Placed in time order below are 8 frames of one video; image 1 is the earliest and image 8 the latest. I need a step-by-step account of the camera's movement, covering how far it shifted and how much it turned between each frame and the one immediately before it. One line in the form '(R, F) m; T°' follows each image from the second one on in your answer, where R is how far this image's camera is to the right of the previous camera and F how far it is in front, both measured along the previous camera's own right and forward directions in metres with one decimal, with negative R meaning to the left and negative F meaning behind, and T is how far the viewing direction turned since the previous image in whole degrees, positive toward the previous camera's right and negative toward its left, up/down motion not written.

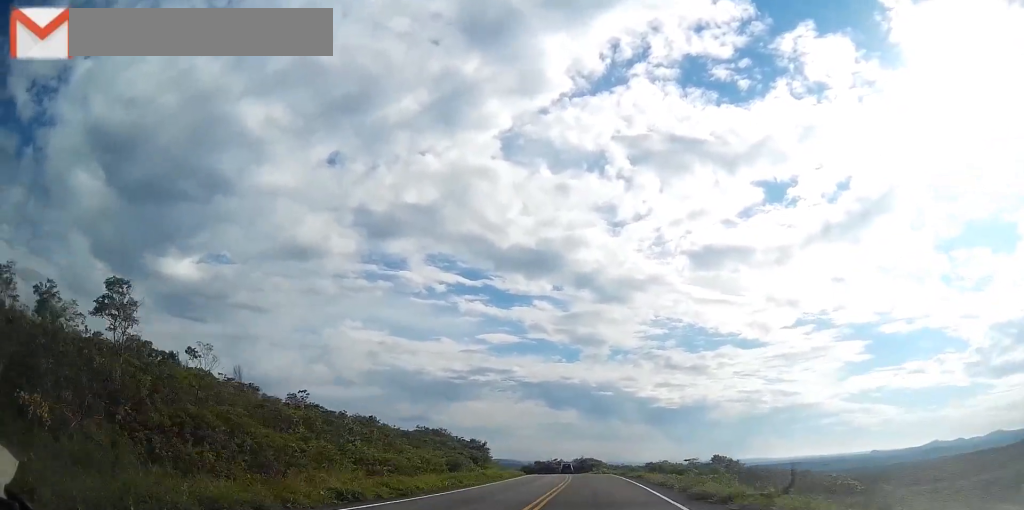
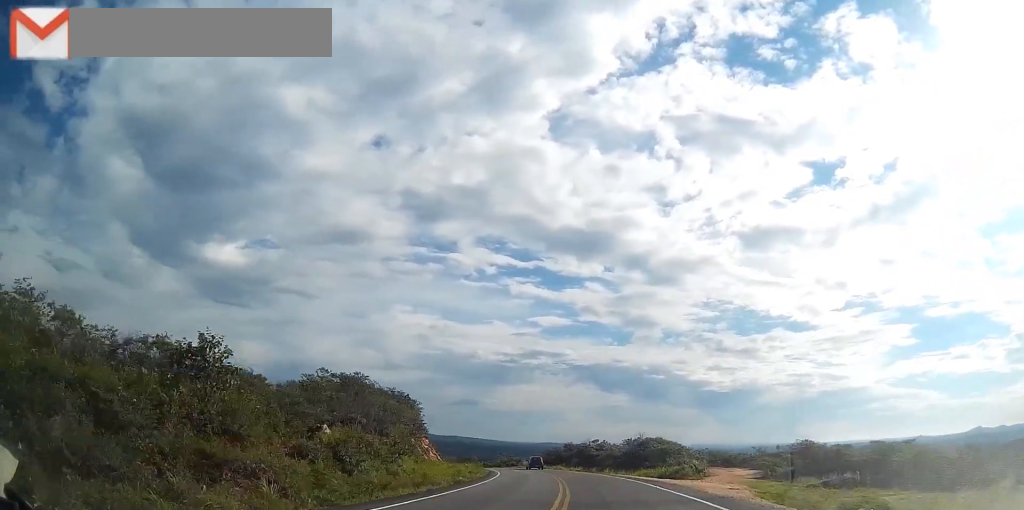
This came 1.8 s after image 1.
(-1.2, +58.7) m; -3°
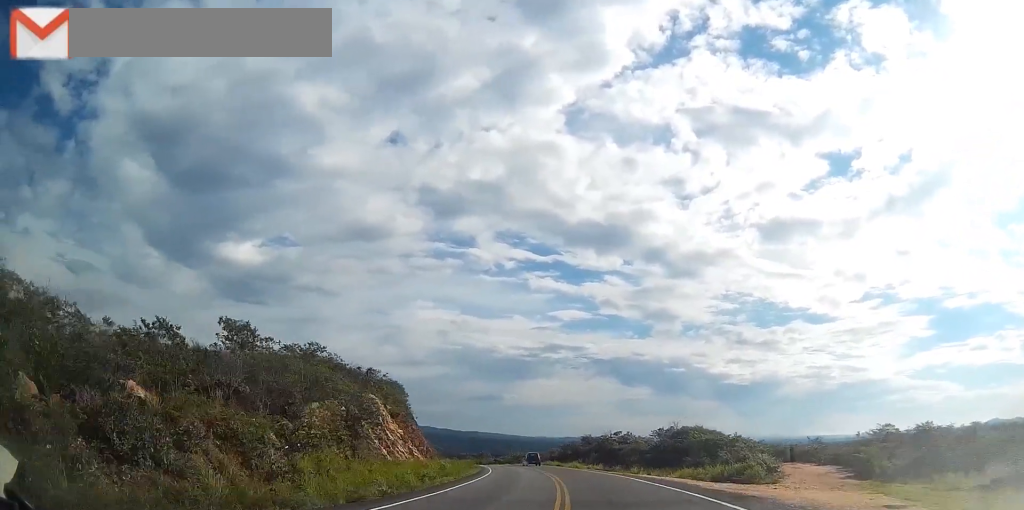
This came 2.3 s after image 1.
(-0.1, +13.8) m; -1°
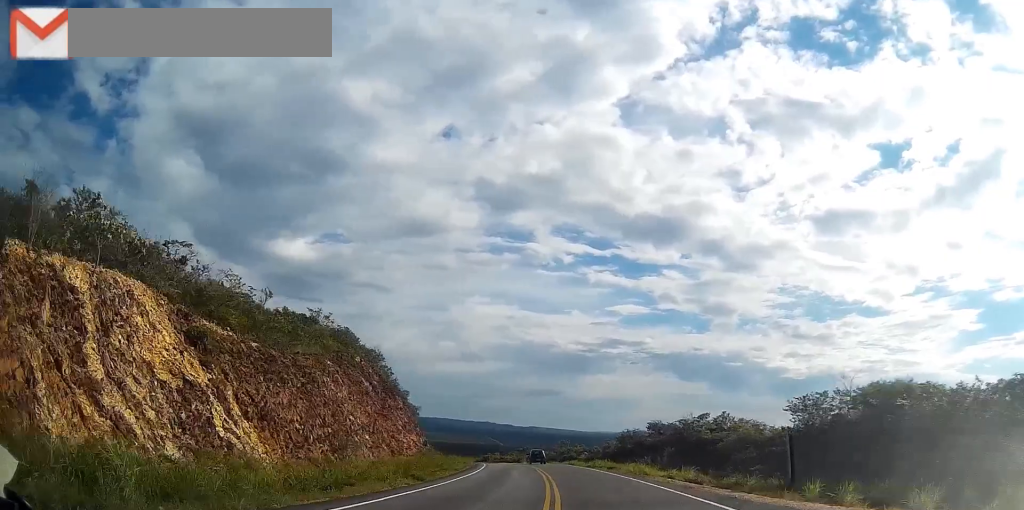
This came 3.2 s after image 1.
(-0.9, +29.8) m; -4°
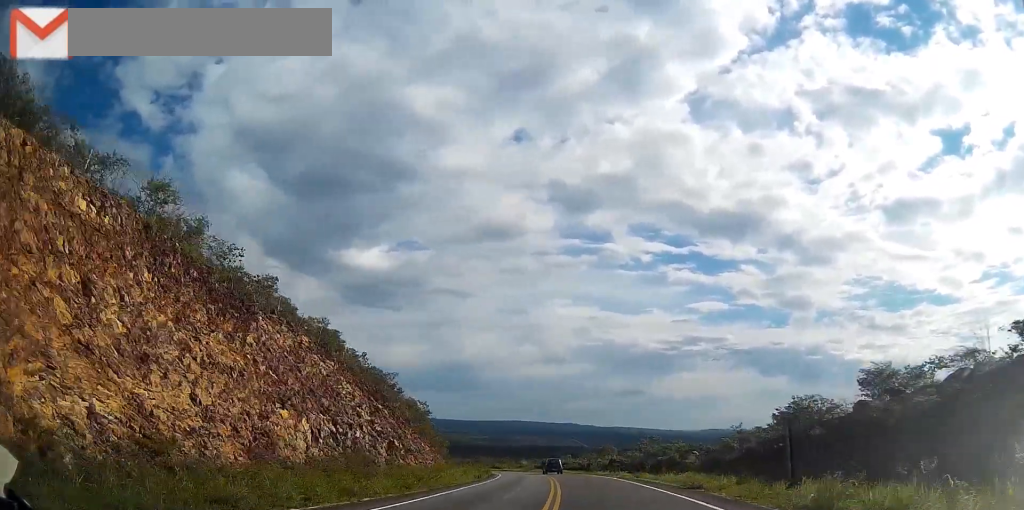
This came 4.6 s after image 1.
(-2.6, +40.5) m; -8°
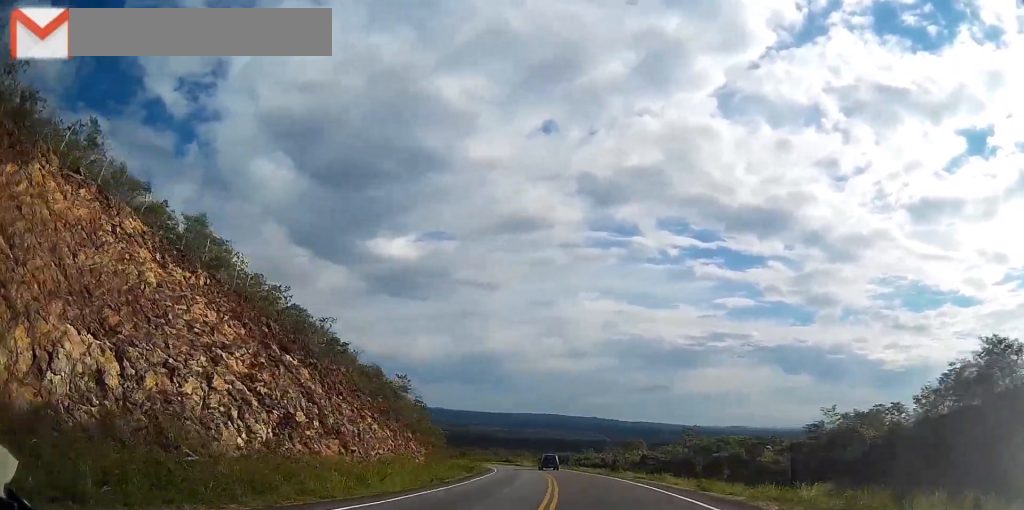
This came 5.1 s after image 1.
(-0.2, +14.9) m; -3°
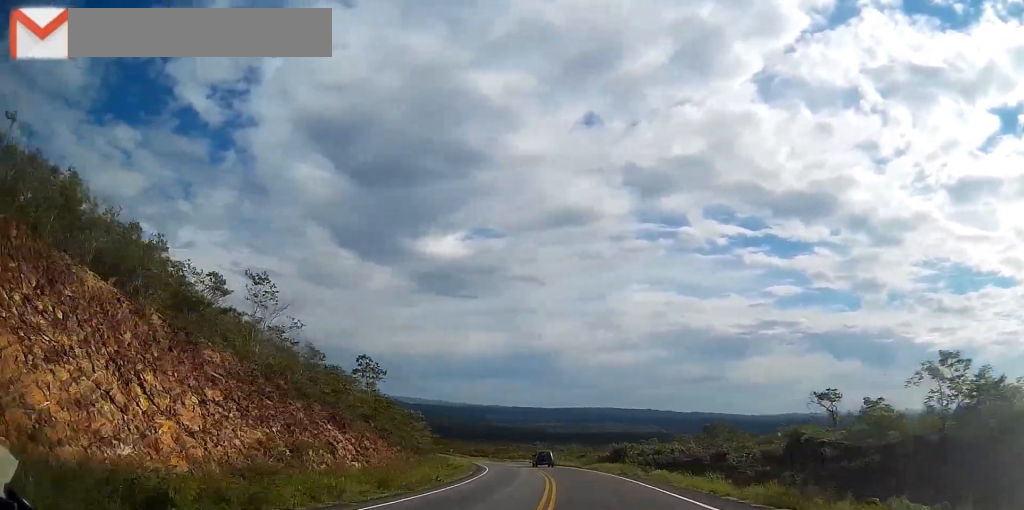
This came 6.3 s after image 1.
(-1.7, +32.7) m; -5°
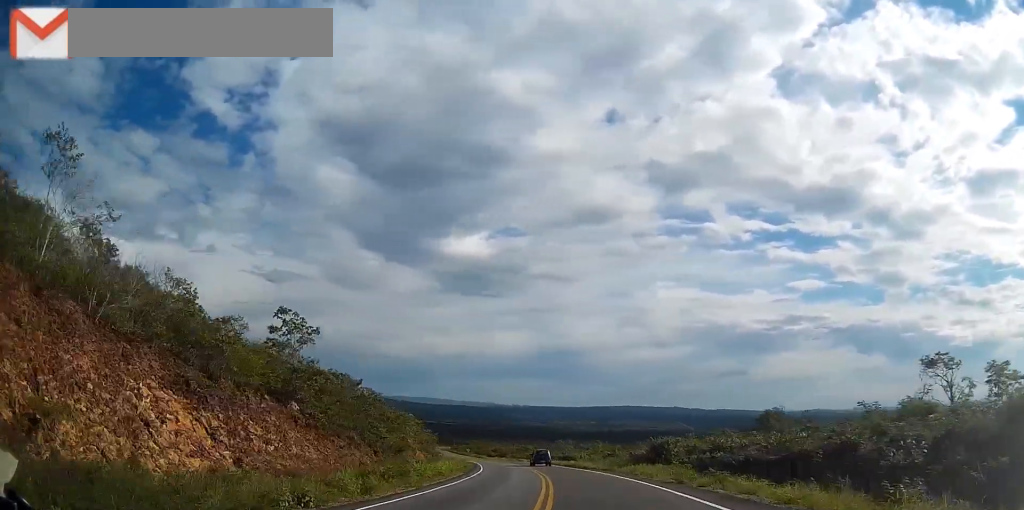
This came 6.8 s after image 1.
(-0.1, +14.7) m; -2°
